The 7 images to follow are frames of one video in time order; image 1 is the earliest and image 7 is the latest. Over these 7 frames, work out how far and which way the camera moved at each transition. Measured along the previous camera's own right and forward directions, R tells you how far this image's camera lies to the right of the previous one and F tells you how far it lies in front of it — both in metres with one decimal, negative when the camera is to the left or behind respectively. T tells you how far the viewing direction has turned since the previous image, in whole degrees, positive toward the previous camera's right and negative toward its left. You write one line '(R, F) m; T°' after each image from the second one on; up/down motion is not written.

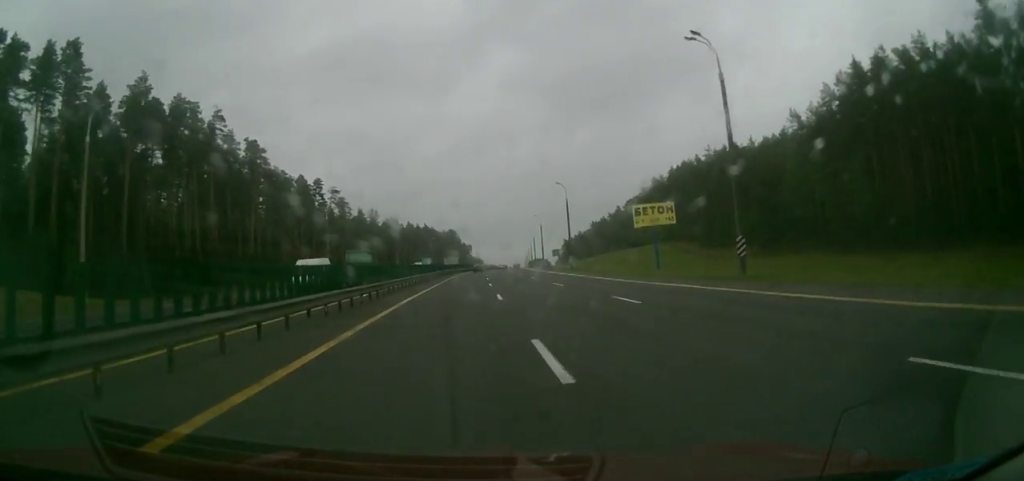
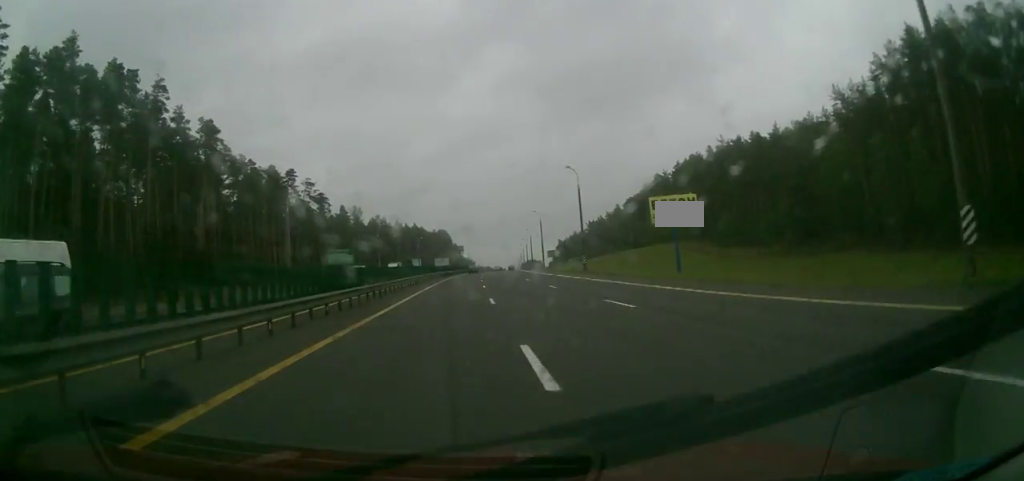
(0.0, +16.4) m; 0°
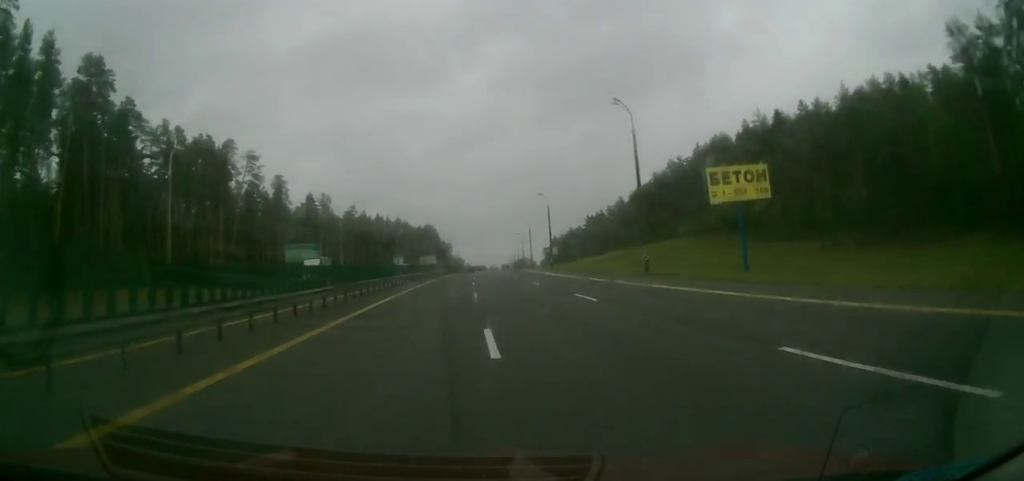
(-0.1, +29.4) m; +1°
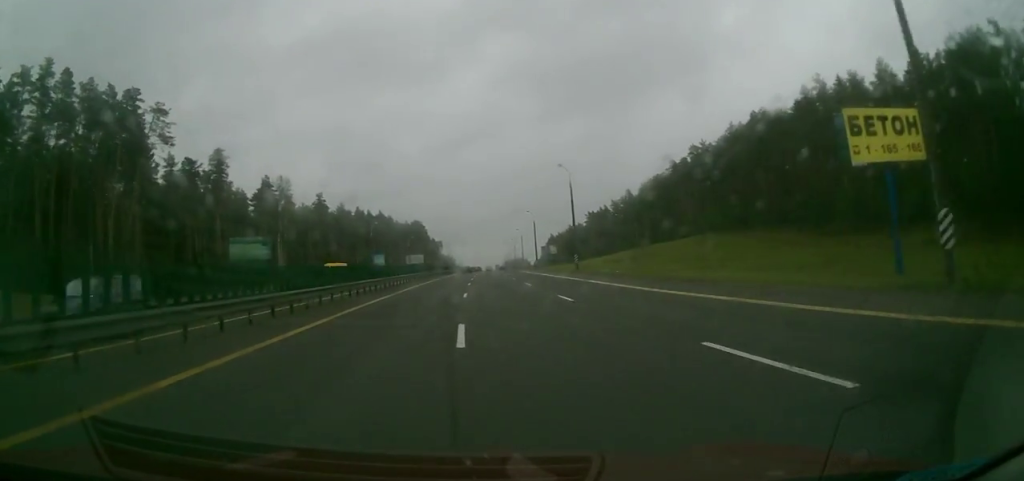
(+0.4, +30.5) m; +2°
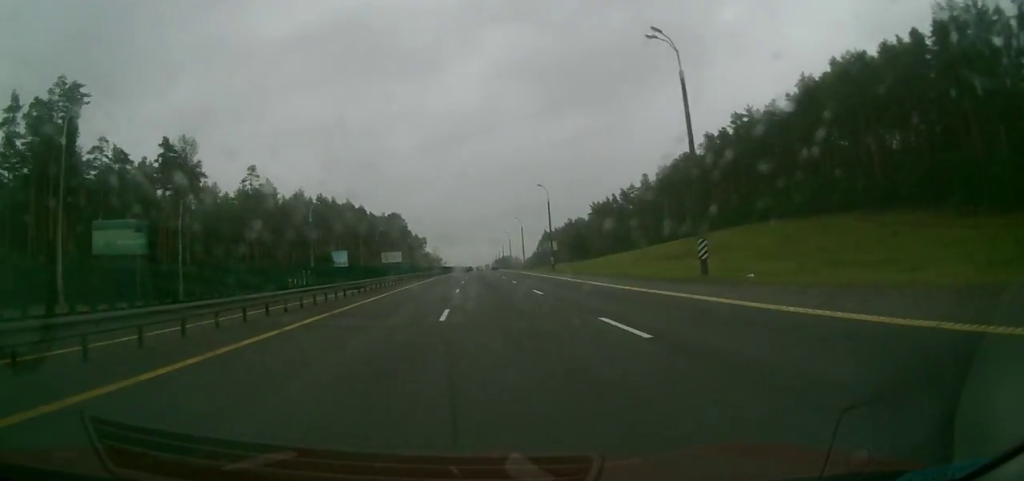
(+0.5, +43.1) m; +1°
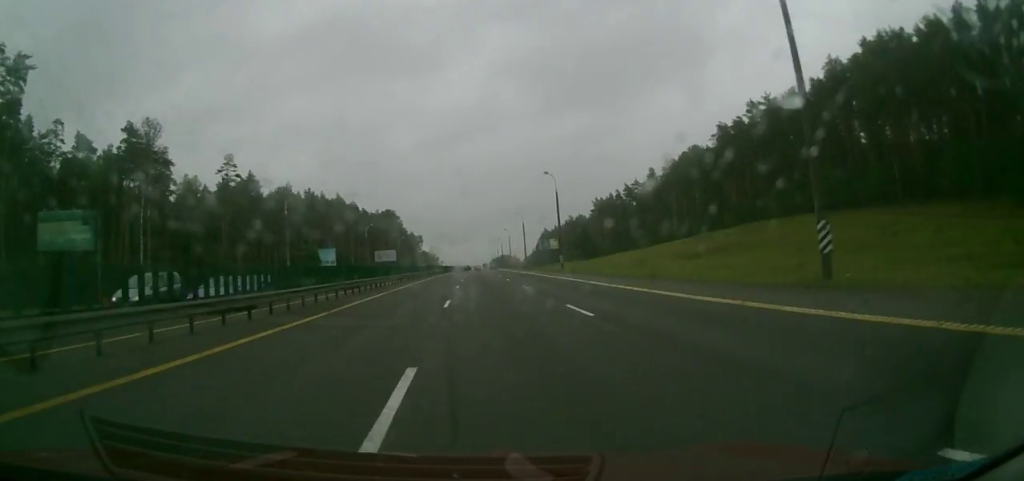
(-0.3, +11.5) m; +1°
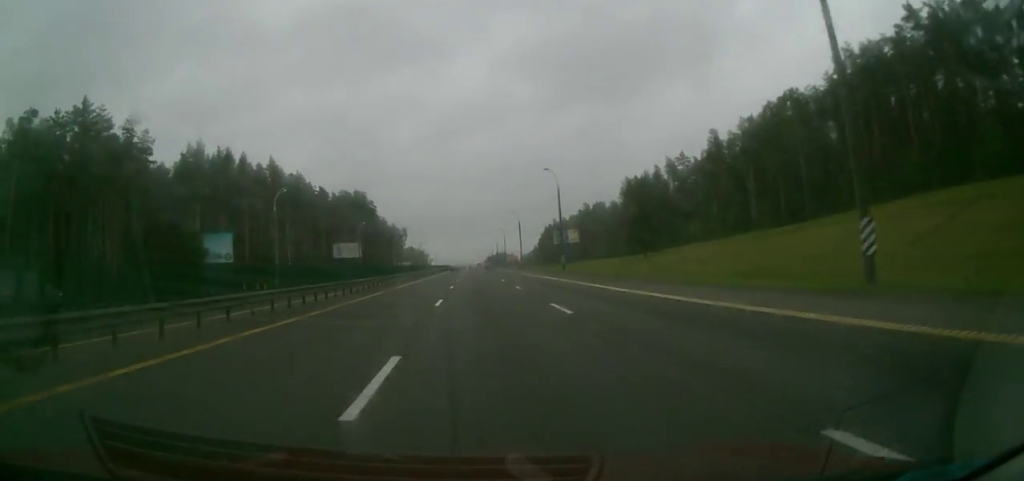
(+1.1, +63.2) m; 0°
